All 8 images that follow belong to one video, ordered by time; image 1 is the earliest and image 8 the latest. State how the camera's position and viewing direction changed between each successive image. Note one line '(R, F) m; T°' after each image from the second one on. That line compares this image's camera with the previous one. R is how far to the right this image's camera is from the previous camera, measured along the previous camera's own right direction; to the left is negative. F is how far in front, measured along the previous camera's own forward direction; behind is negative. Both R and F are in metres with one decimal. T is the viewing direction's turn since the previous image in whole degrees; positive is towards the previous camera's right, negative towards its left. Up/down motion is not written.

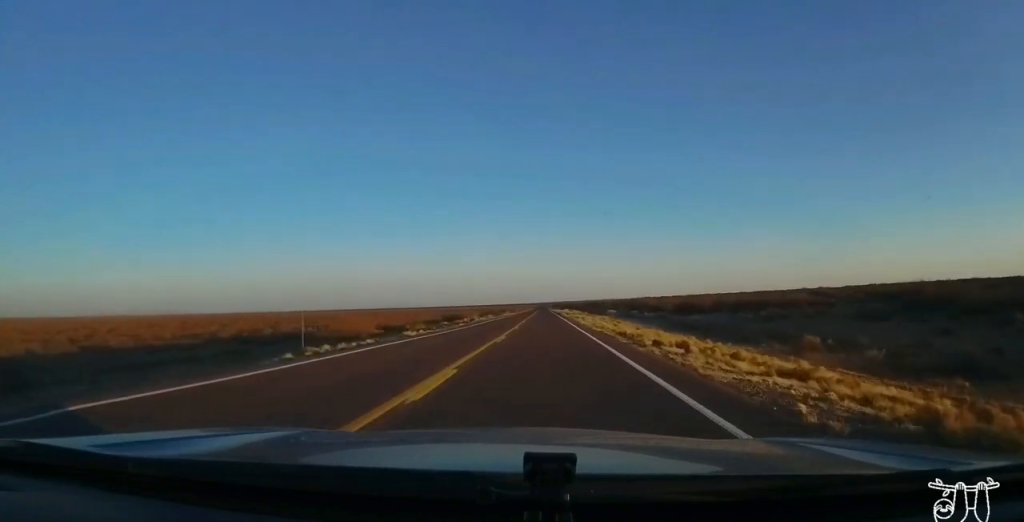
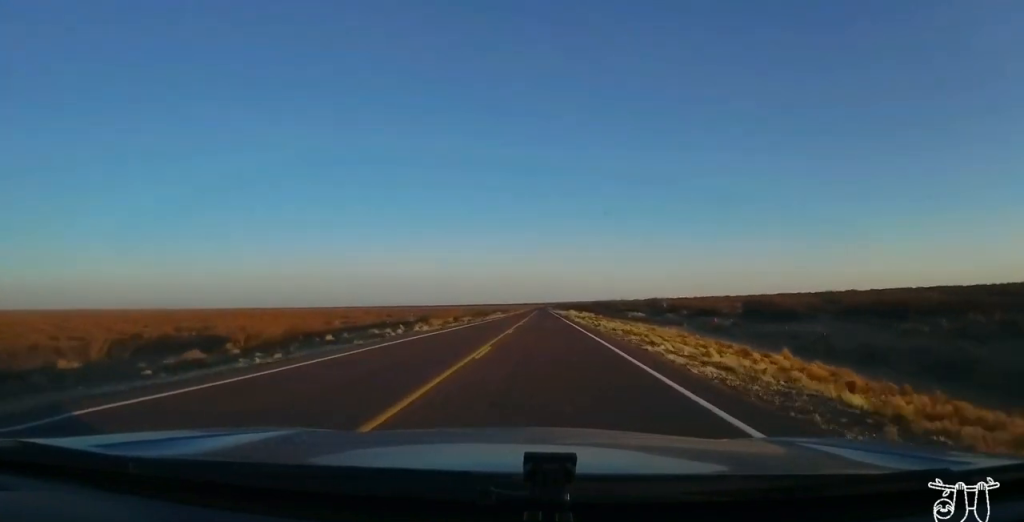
(0.0, +31.5) m; 0°
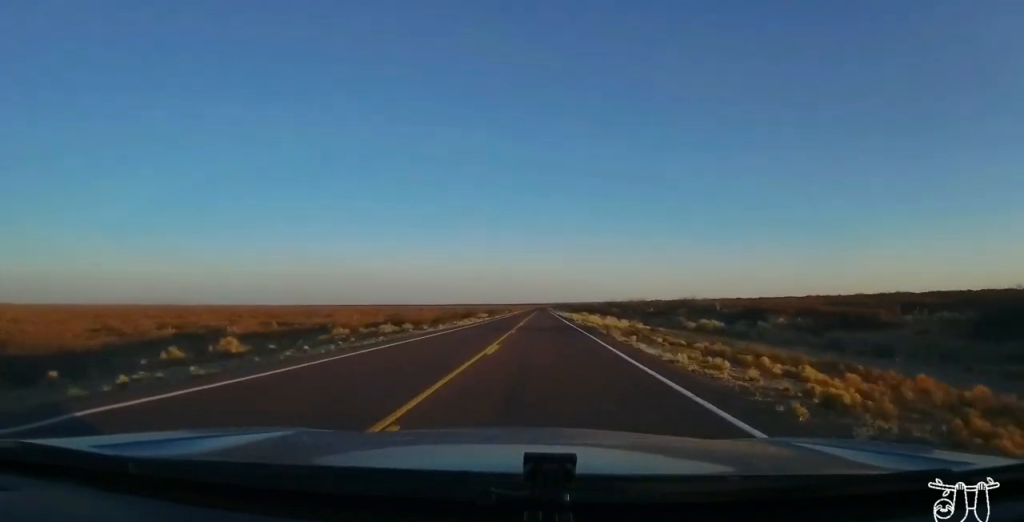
(-0.3, +35.2) m; -1°
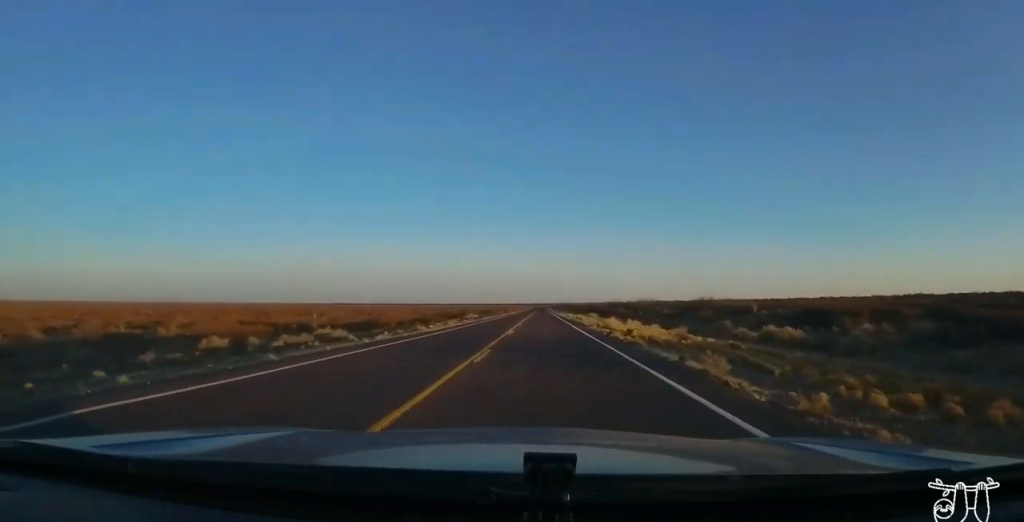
(-0.1, +14.7) m; 0°
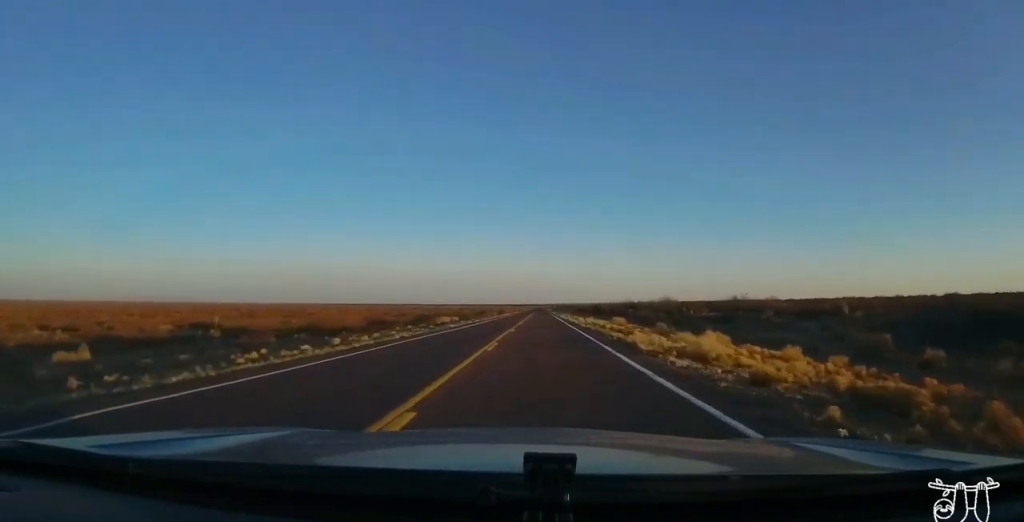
(-0.1, +21.6) m; 0°
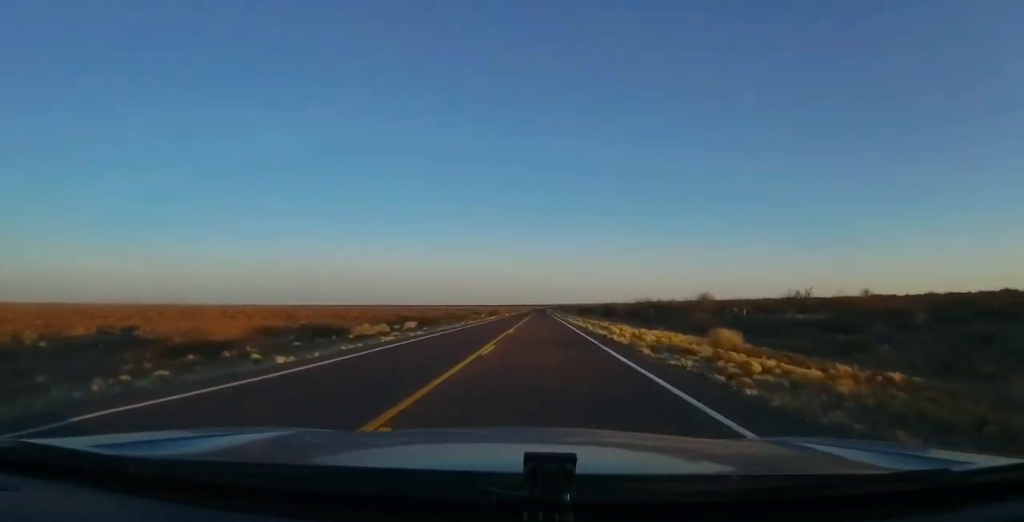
(-0.2, +25.5) m; 0°
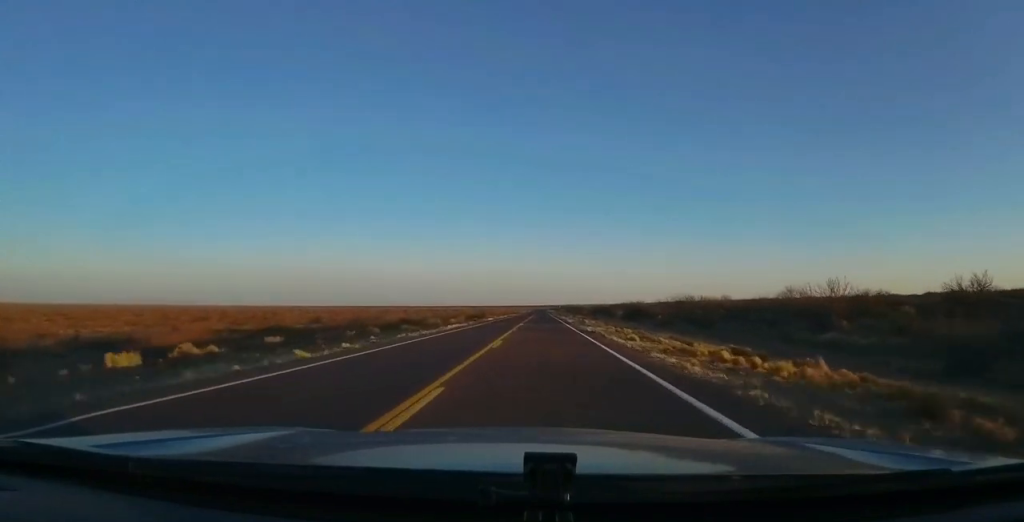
(+0.1, +34.2) m; 0°
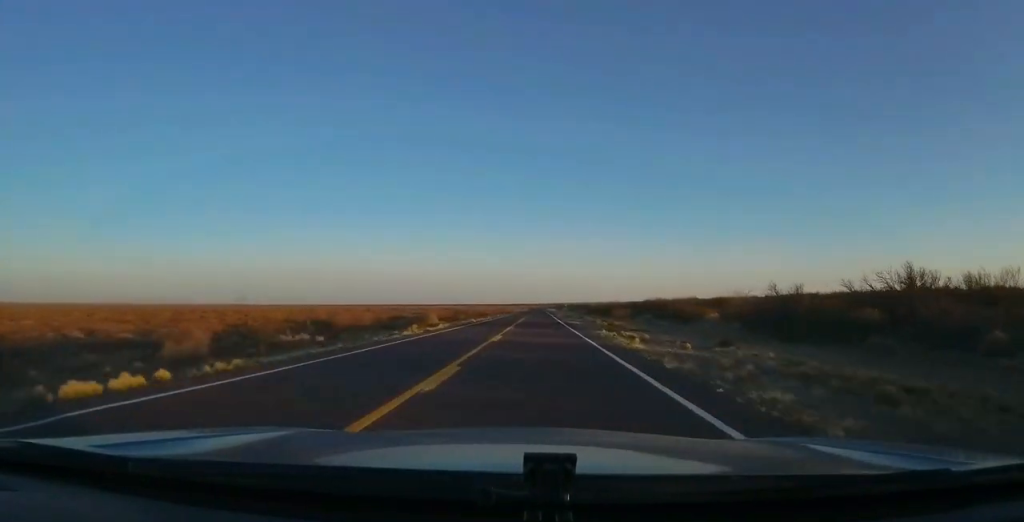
(+0.2, +58.6) m; 0°
